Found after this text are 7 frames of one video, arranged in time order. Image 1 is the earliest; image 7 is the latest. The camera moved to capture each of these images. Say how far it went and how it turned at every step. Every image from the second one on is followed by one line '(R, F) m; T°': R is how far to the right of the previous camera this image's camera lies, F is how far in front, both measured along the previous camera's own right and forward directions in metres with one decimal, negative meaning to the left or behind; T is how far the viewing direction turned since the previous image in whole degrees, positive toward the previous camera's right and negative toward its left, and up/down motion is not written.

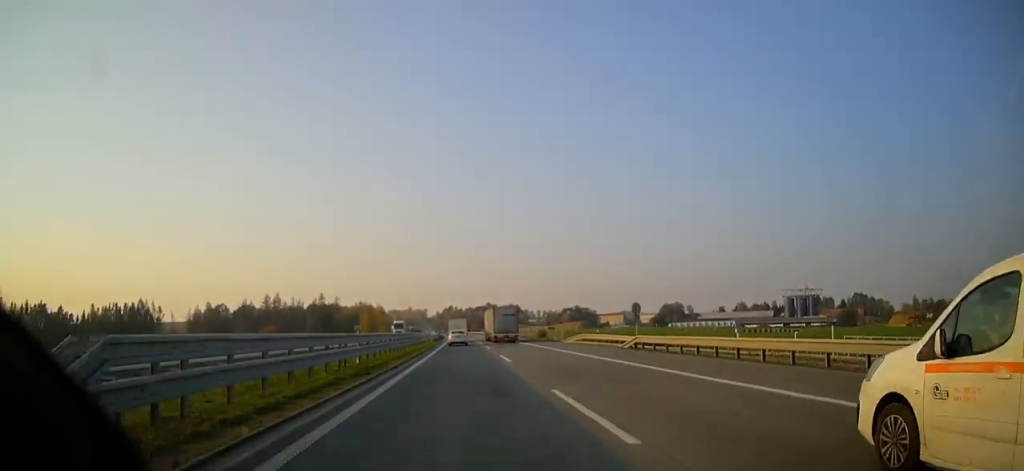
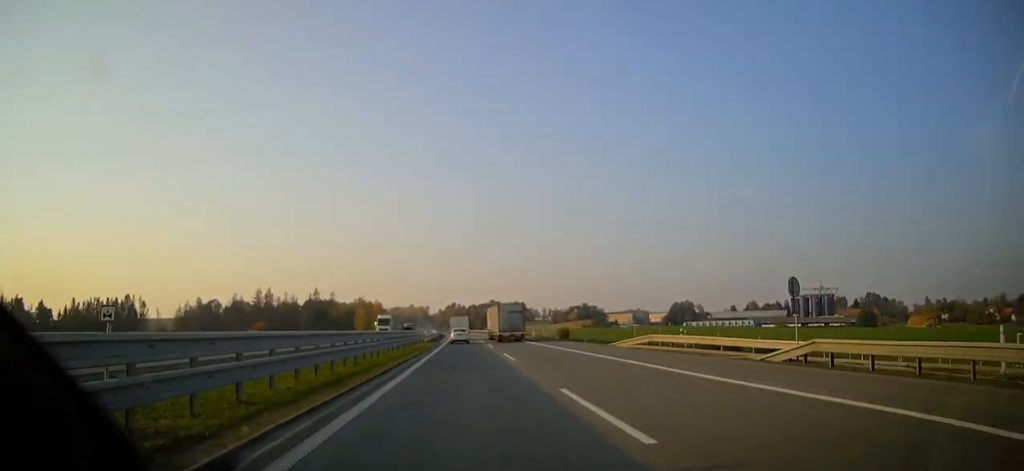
(0.0, +17.9) m; 0°
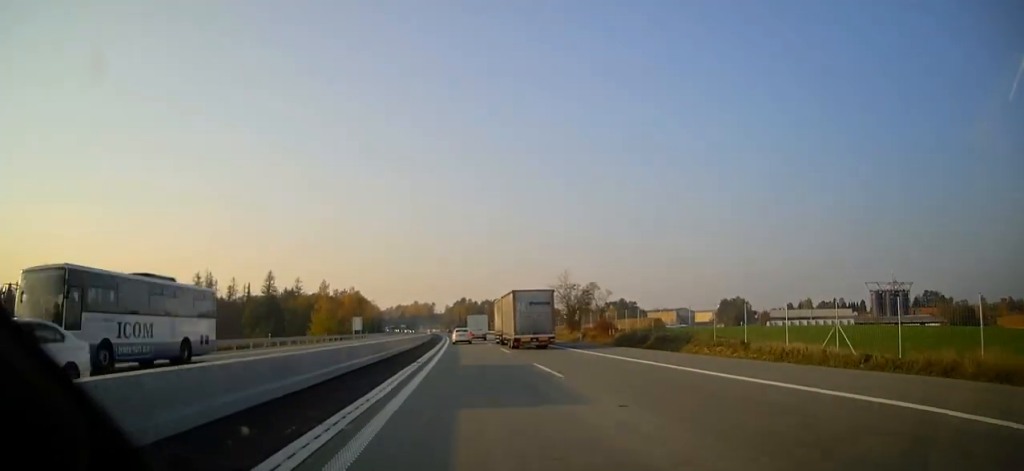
(-1.1, +79.9) m; -1°
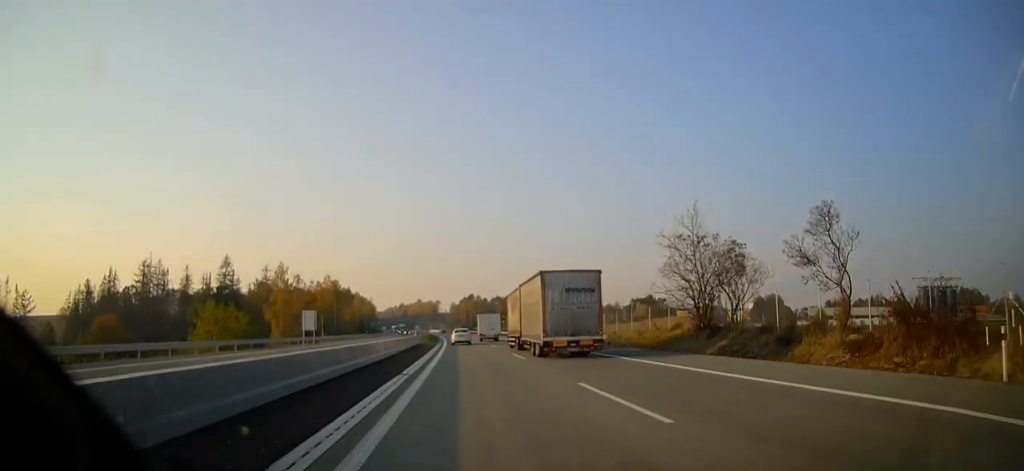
(-0.1, +43.5) m; -1°
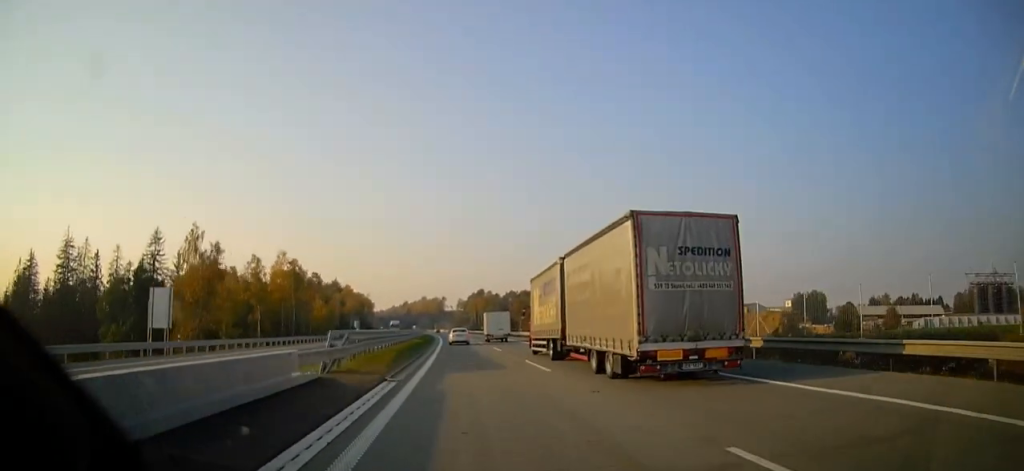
(-0.4, +43.4) m; -1°
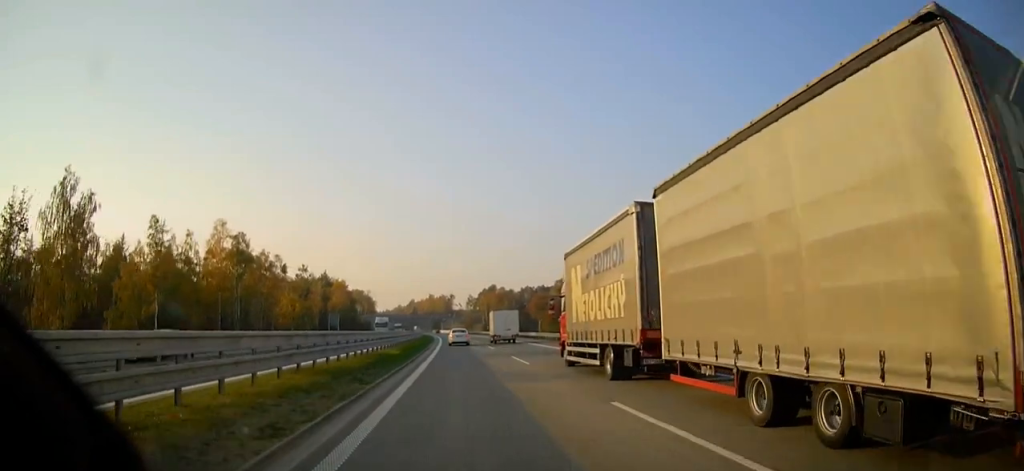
(-0.2, +31.4) m; -1°
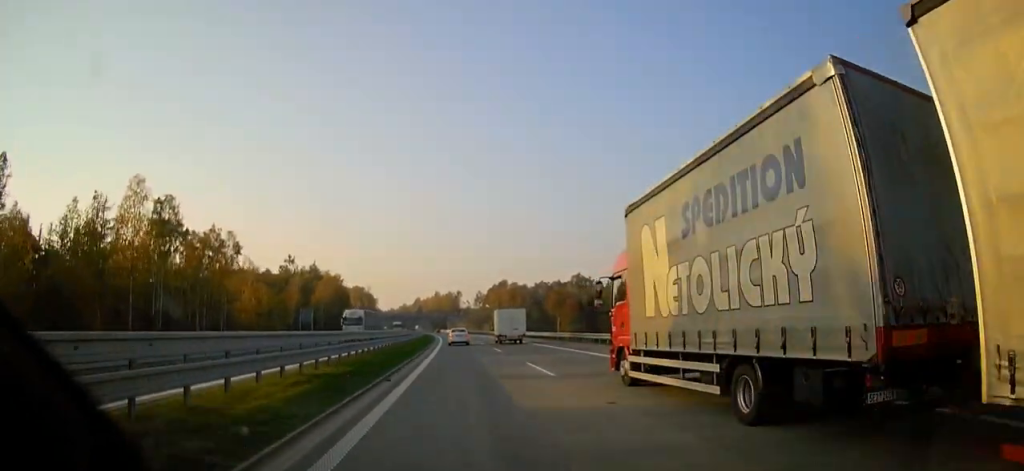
(-0.1, +23.6) m; -1°
